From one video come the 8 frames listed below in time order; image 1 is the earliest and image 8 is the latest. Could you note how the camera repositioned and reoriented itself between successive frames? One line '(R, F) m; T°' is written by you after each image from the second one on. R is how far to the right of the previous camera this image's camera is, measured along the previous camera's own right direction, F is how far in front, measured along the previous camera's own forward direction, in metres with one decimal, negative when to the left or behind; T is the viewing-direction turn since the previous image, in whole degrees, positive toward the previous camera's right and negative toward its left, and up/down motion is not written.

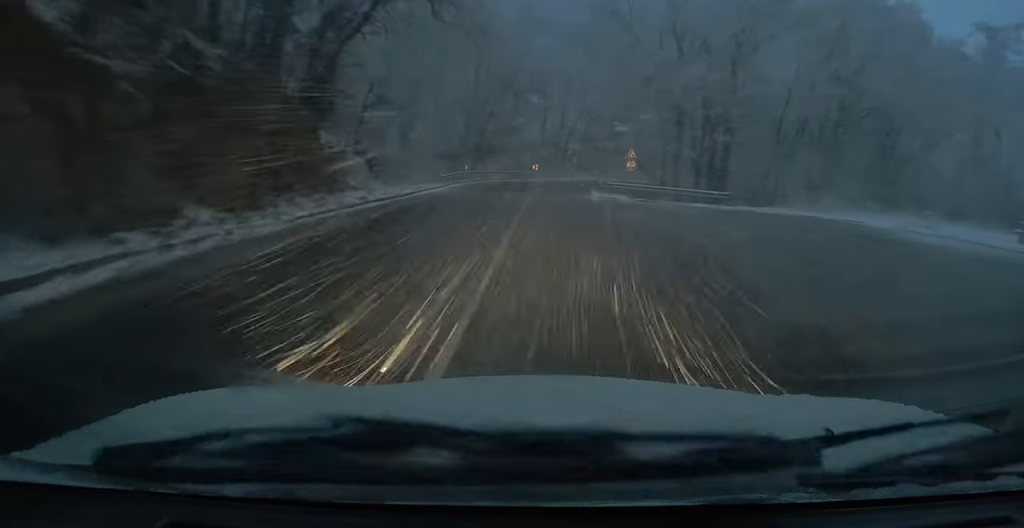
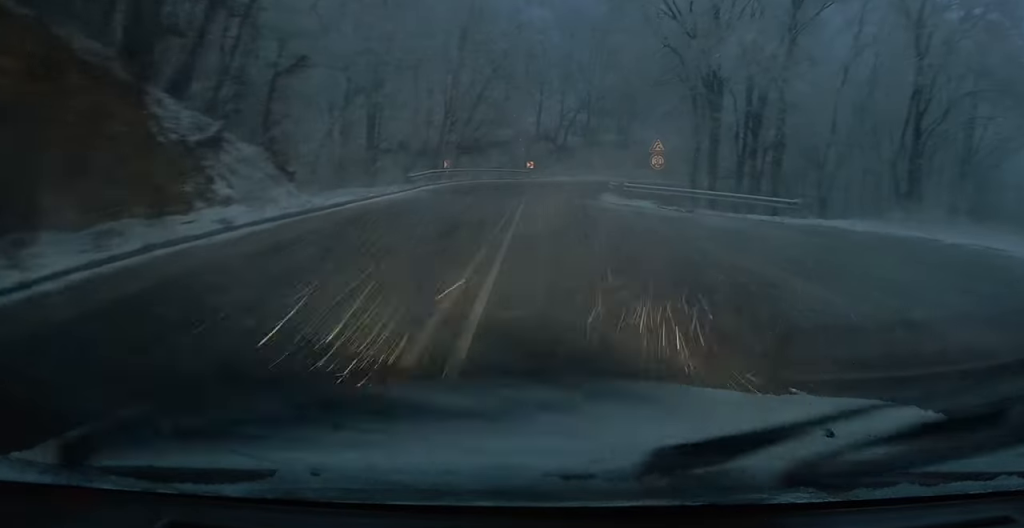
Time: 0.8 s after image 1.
(-0.1, +9.4) m; 0°
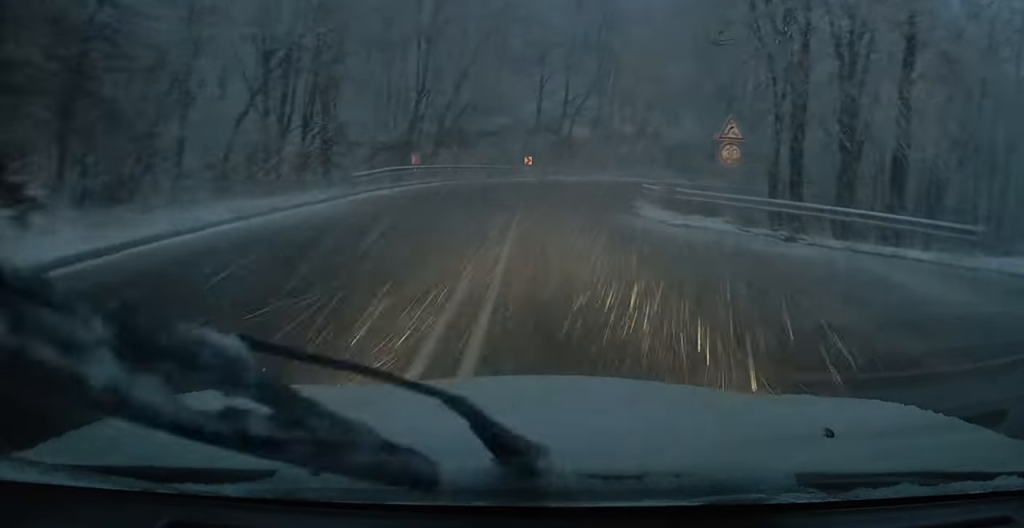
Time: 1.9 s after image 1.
(+0.1, +11.1) m; 0°
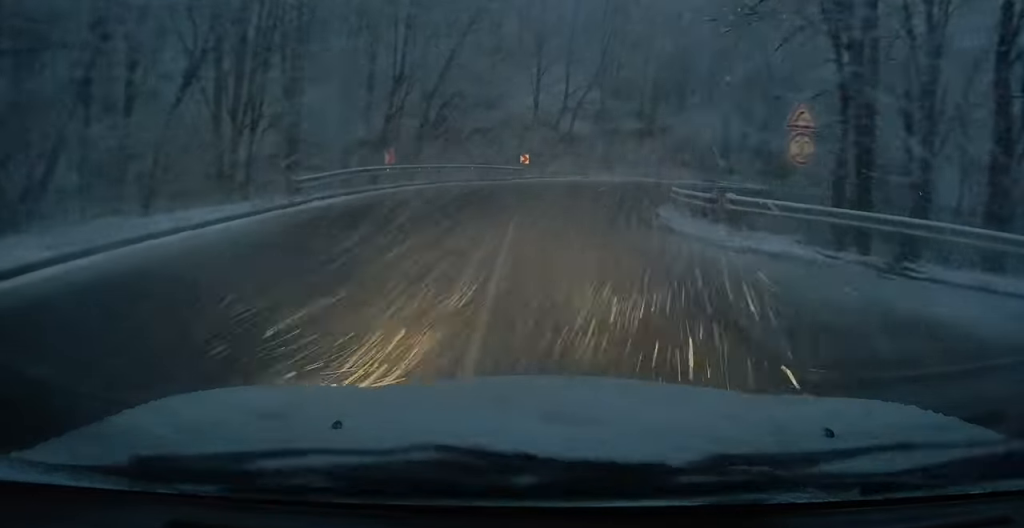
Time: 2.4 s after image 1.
(+0.1, +5.5) m; 0°
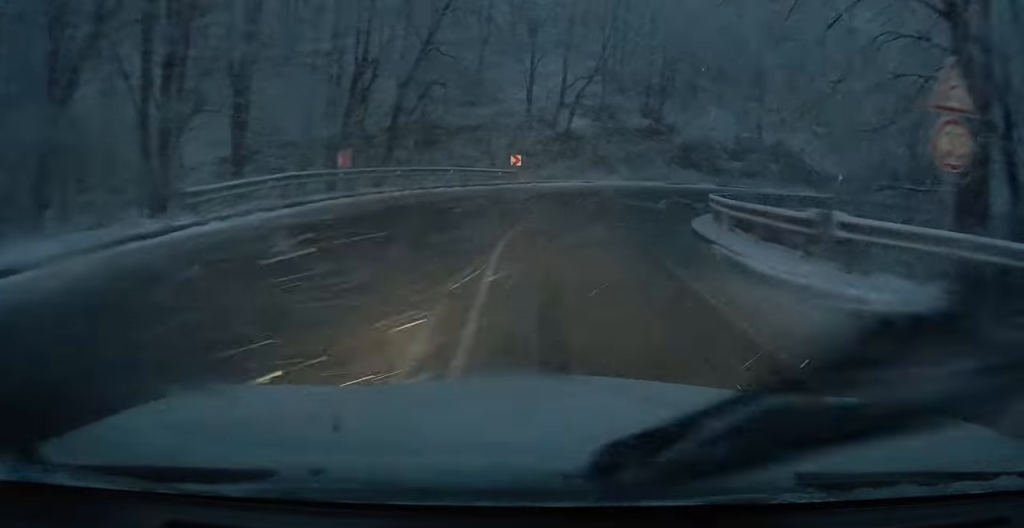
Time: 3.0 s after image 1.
(-0.2, +5.8) m; 0°
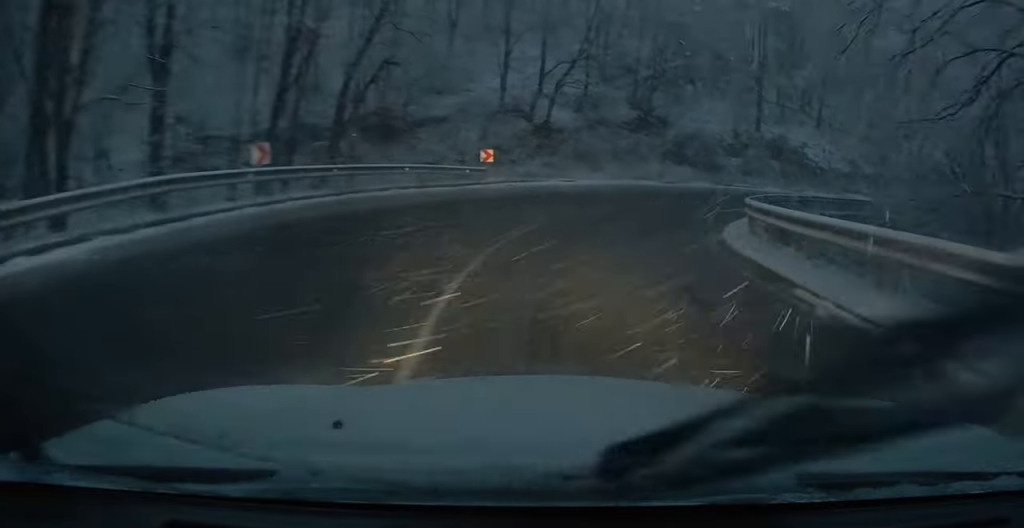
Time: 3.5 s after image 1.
(-0.1, +5.1) m; 0°
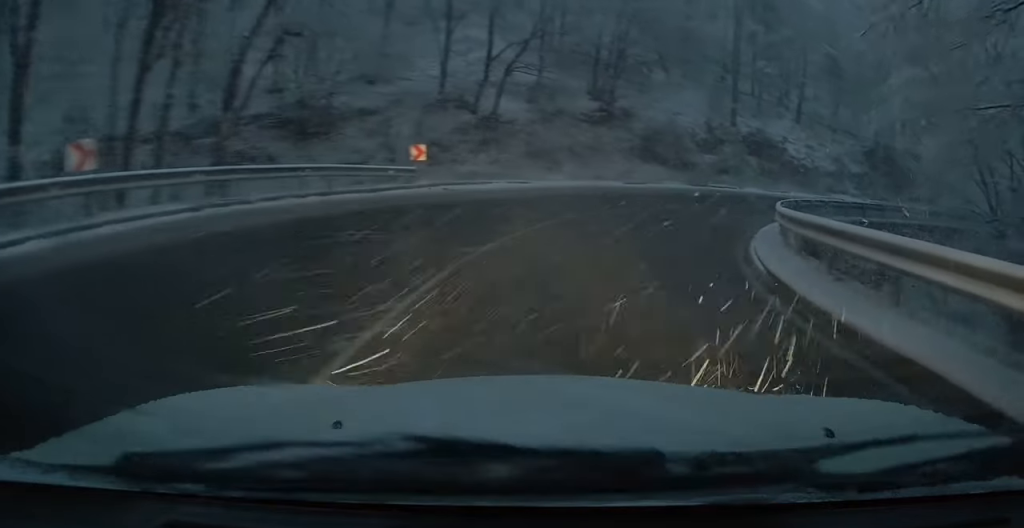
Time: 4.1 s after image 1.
(0.0, +5.6) m; +3°
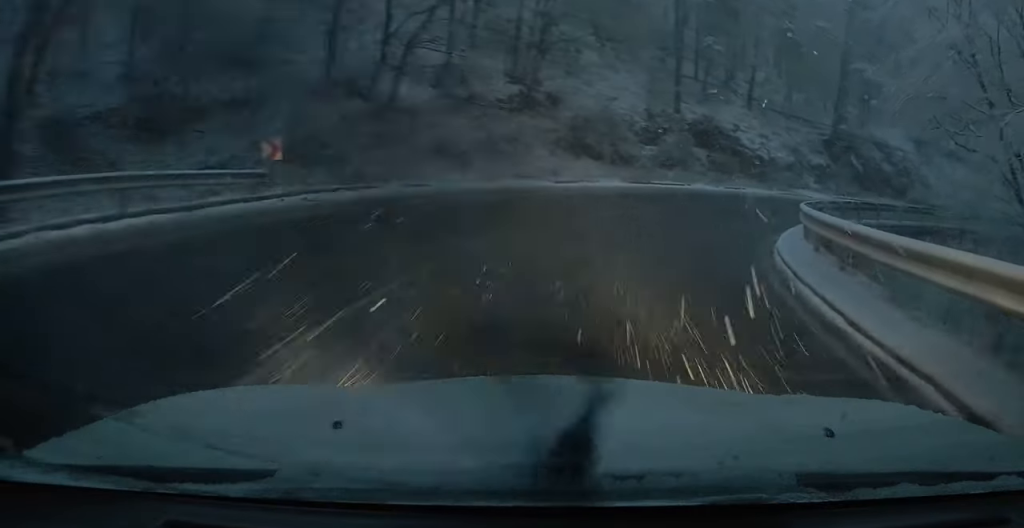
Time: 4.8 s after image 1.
(+0.3, +6.4) m; +5°
